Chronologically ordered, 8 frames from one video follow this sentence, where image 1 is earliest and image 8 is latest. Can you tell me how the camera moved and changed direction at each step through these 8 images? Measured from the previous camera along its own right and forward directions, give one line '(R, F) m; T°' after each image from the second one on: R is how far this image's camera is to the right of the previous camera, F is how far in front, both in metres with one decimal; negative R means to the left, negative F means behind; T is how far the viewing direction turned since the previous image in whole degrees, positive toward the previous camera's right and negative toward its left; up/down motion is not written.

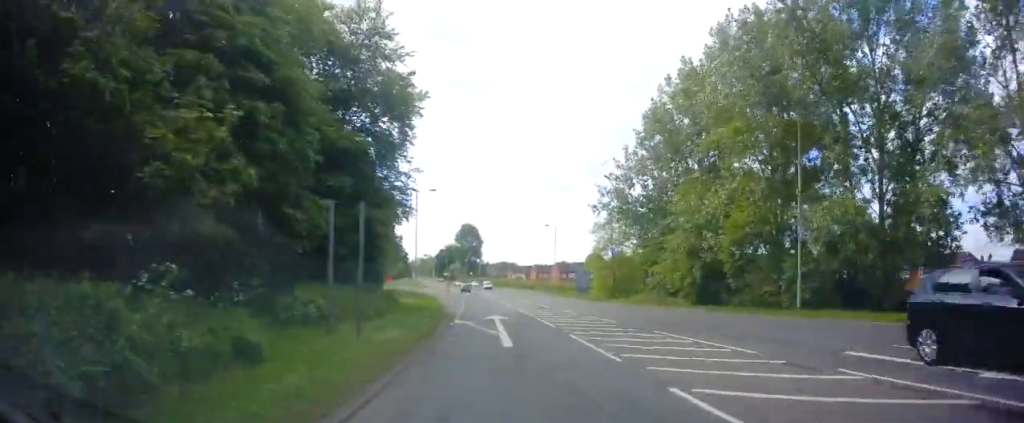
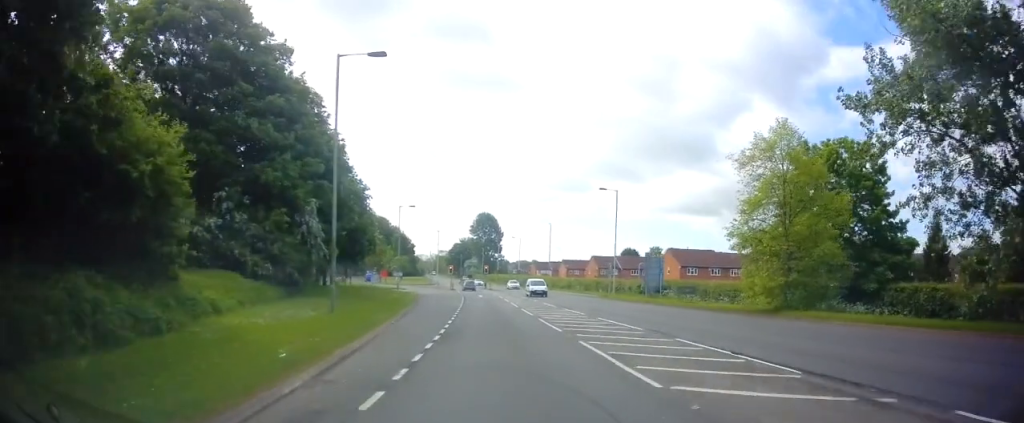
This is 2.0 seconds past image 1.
(-0.3, +30.2) m; -1°
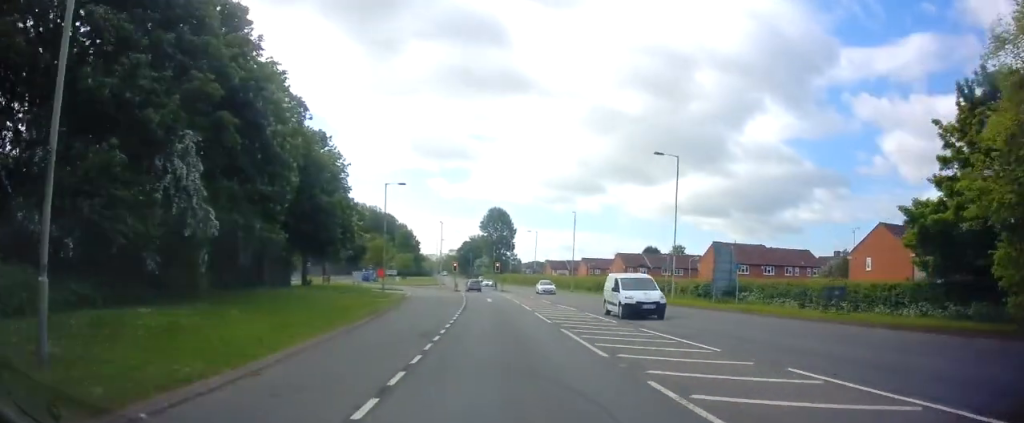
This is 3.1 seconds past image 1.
(+0.2, +14.4) m; -1°
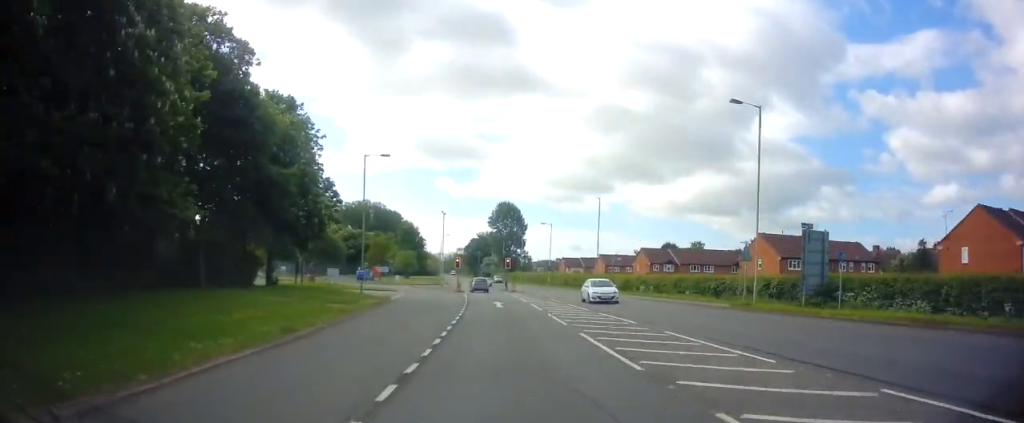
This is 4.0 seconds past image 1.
(-0.2, +11.1) m; -3°
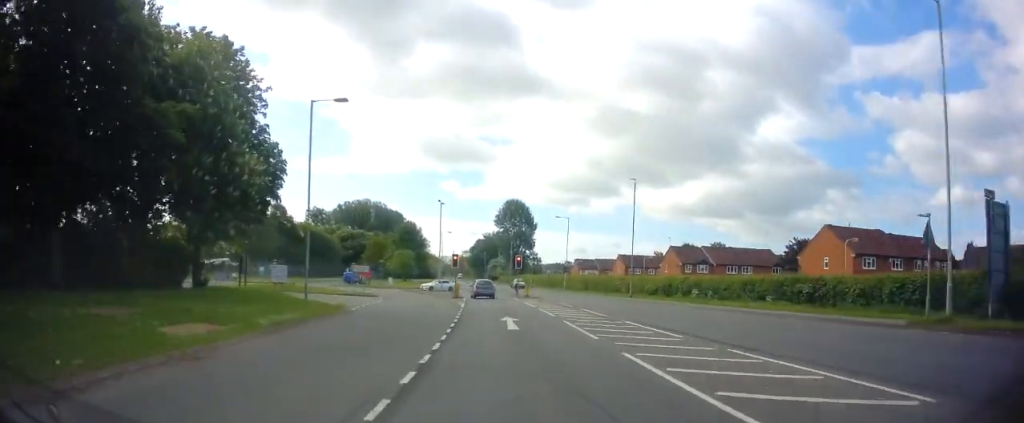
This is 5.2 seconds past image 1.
(-0.4, +12.9) m; -1°
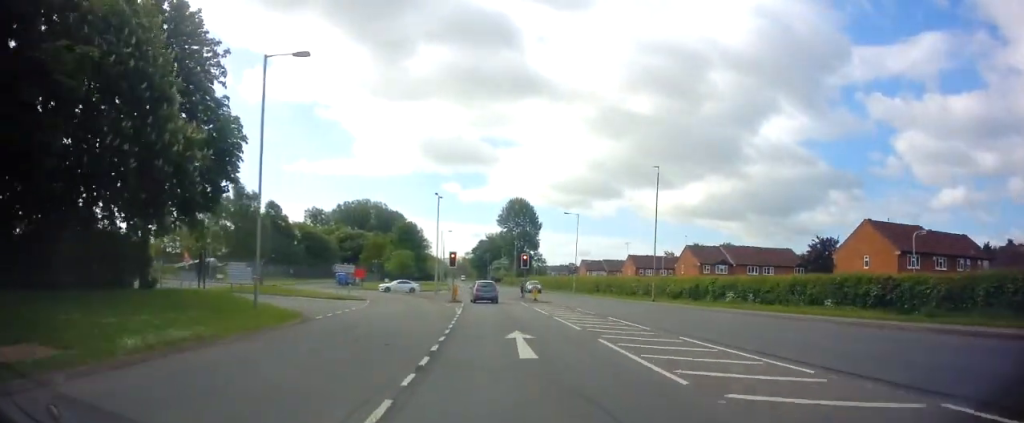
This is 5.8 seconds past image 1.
(0.0, +6.2) m; +1°
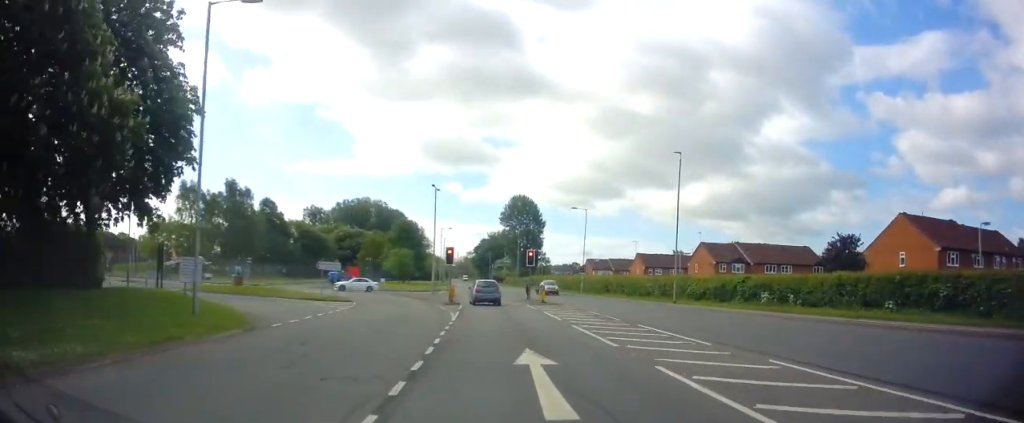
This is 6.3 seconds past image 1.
(+0.1, +4.5) m; +1°
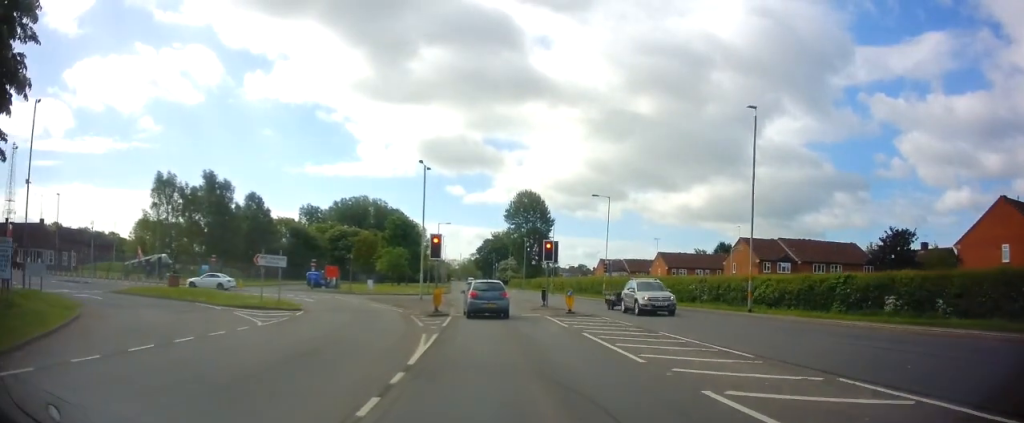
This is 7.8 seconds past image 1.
(+0.3, +11.3) m; -1°
